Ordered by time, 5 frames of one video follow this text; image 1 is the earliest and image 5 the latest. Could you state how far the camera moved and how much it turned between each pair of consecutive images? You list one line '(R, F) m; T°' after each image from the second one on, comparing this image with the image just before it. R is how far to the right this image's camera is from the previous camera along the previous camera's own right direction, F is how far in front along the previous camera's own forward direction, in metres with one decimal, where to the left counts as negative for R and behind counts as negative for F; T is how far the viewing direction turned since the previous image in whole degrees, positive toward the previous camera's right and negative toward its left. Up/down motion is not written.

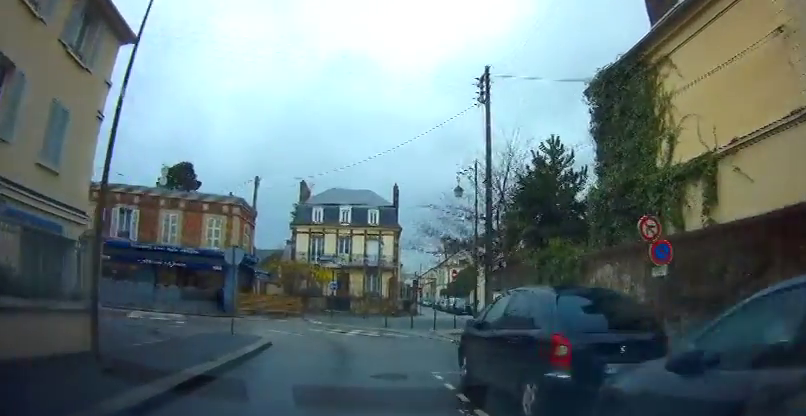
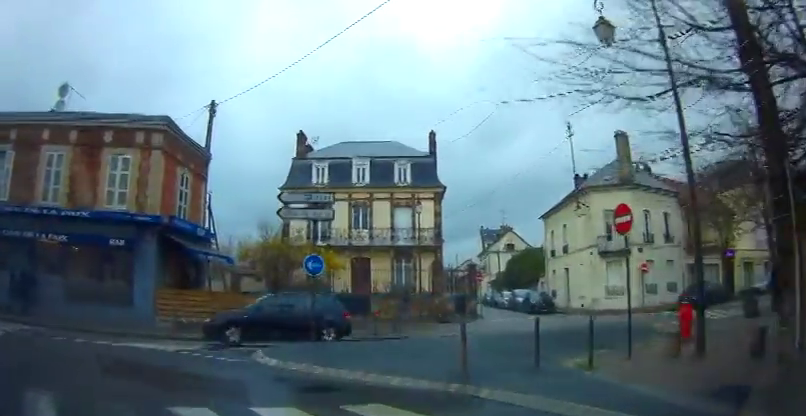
(0.0, +16.8) m; -3°
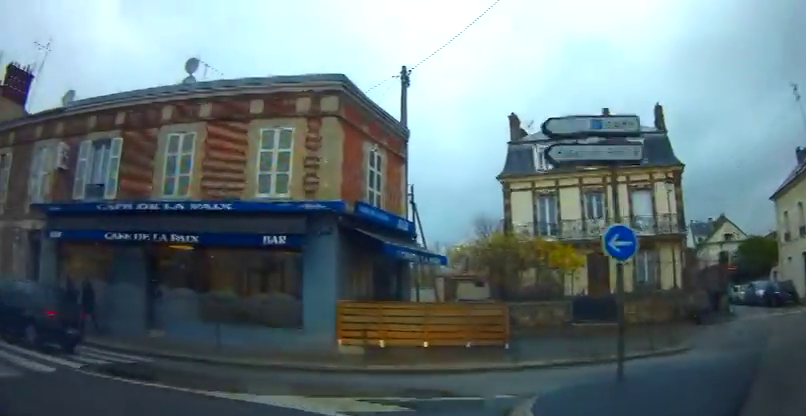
(-0.5, +5.2) m; -19°
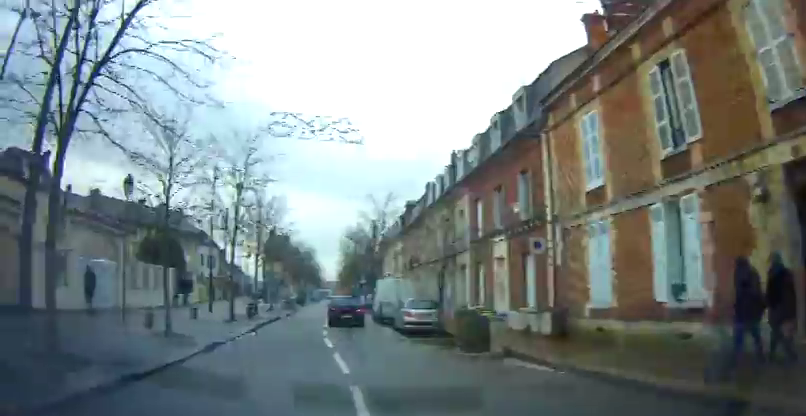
(-6.2, +6.5) m; -80°
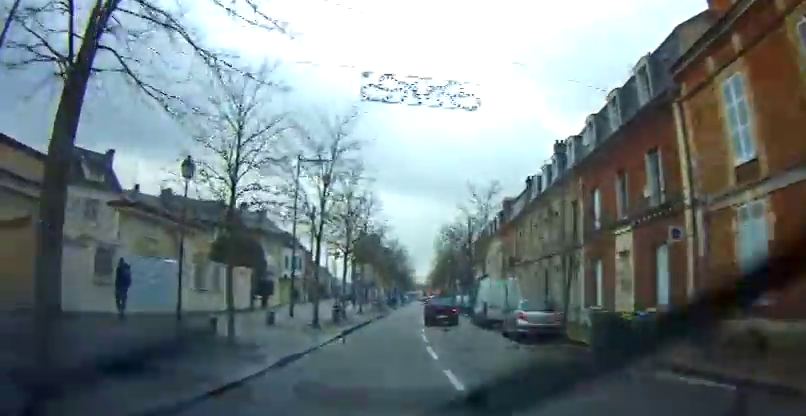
(-0.3, +2.3) m; -7°
